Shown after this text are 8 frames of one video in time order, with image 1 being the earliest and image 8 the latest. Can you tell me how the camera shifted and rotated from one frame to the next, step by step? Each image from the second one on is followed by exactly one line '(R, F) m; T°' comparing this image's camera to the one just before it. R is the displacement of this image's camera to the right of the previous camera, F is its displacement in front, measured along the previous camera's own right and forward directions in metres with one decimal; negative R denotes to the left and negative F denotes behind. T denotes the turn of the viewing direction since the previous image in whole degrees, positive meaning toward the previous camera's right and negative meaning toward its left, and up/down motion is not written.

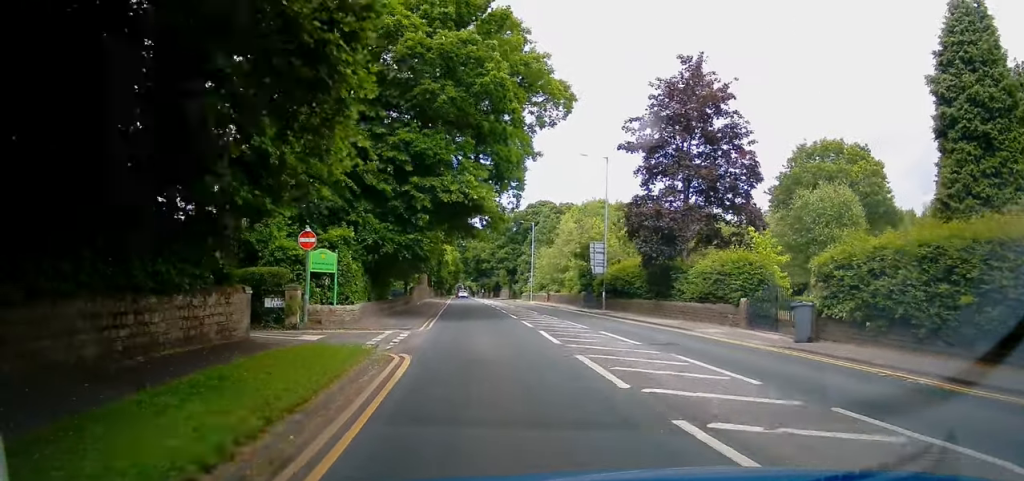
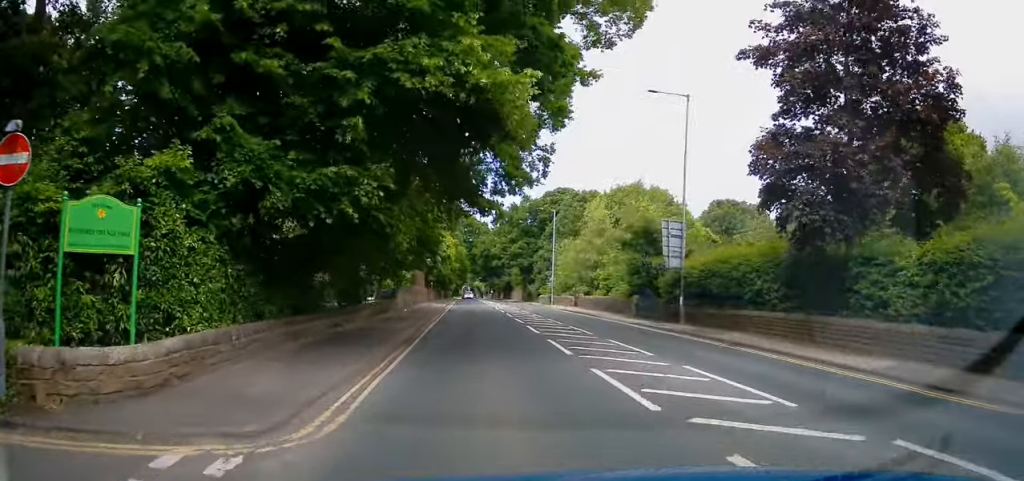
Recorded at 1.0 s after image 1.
(-0.3, +13.8) m; -1°
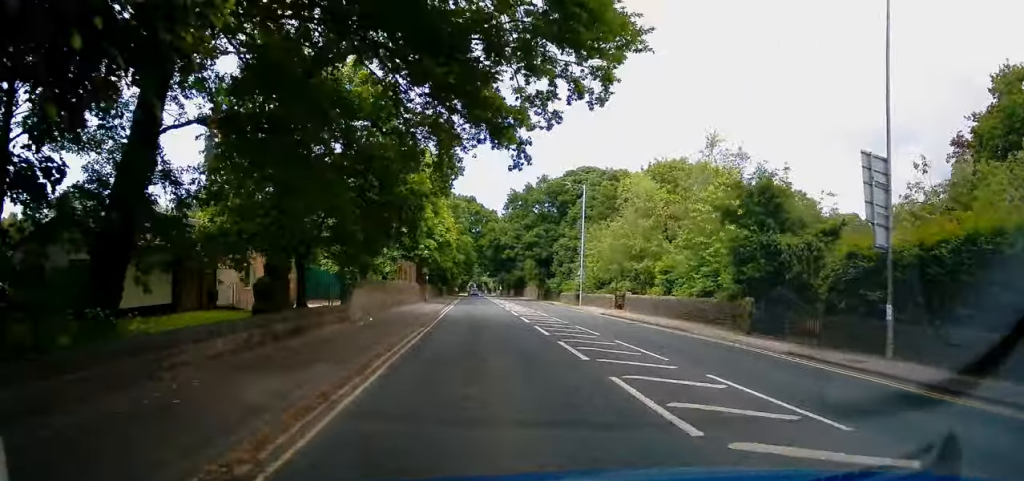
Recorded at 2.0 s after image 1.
(0.0, +13.7) m; -1°
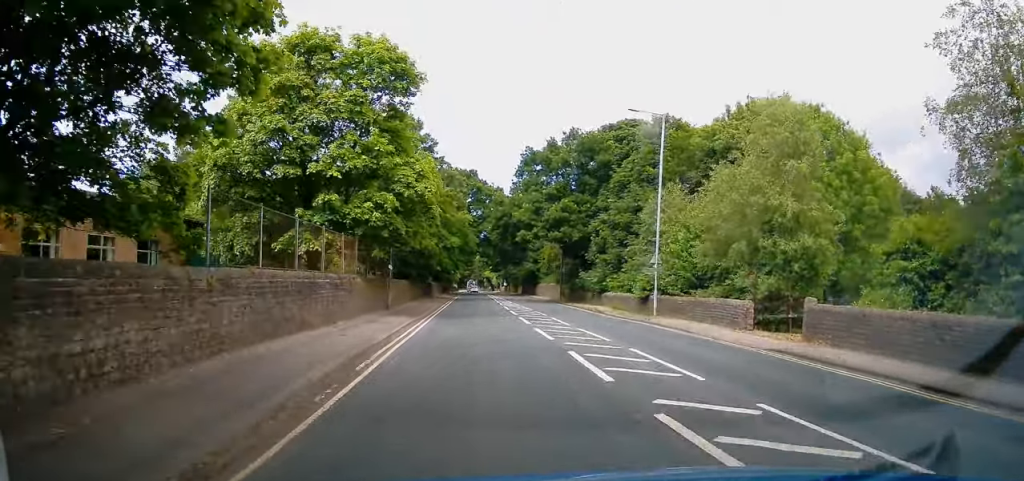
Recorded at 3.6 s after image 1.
(-0.2, +21.2) m; +1°
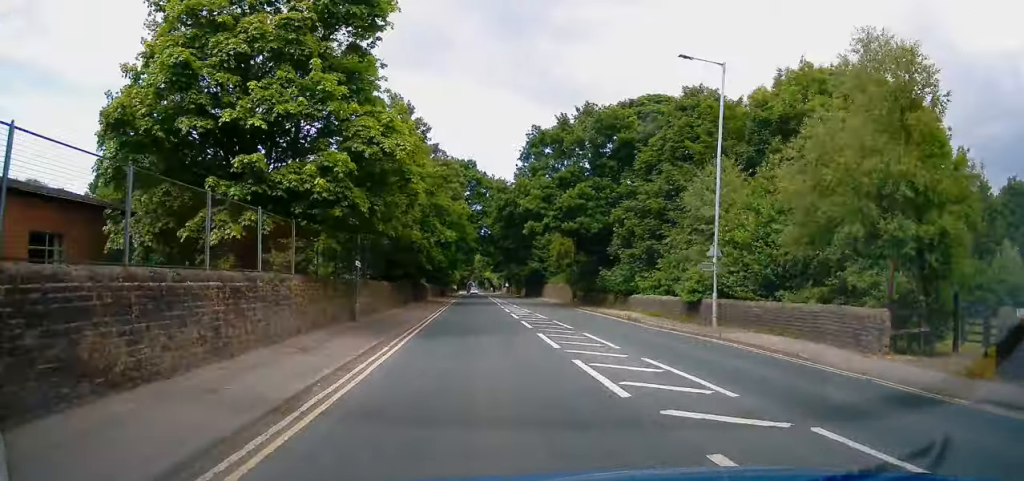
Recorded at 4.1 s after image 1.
(+0.1, +7.5) m; +1°
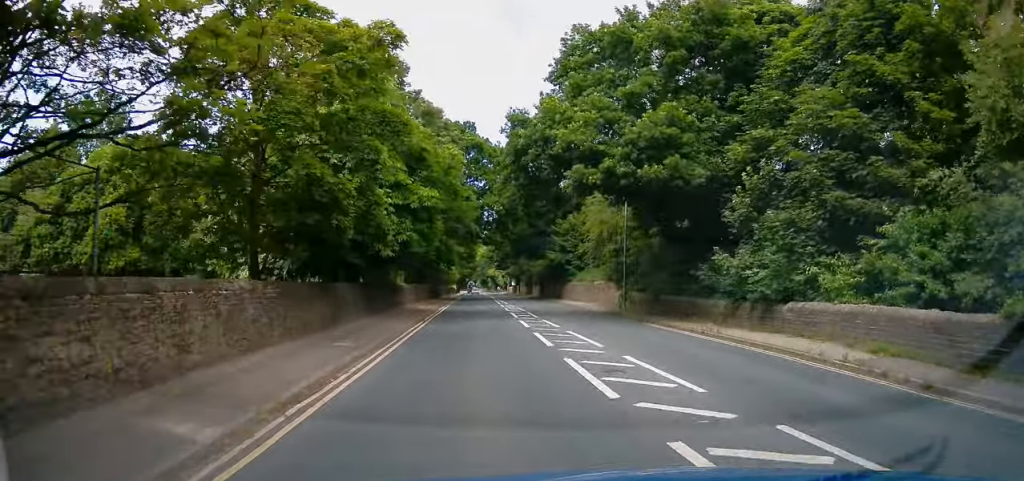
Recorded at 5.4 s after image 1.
(-0.2, +18.6) m; -2°
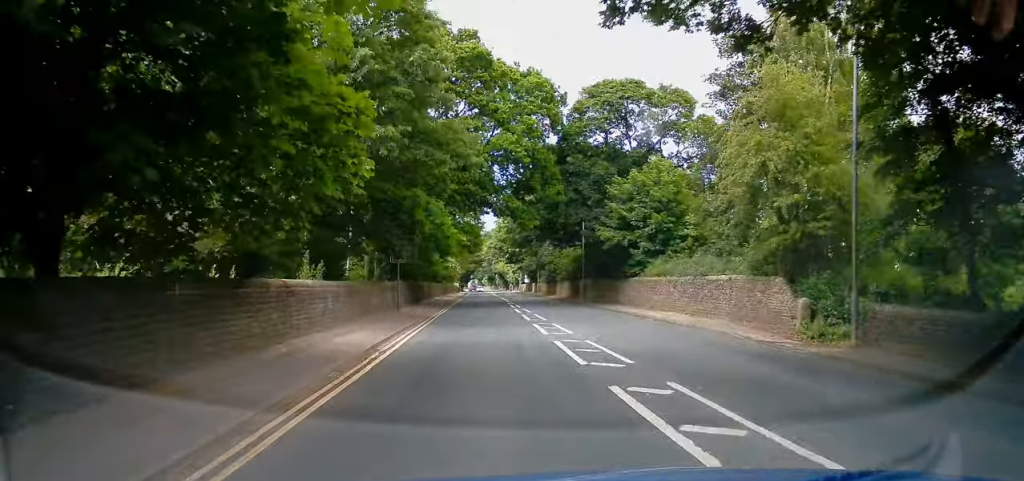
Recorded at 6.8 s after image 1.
(-0.3, +22.0) m; -1°
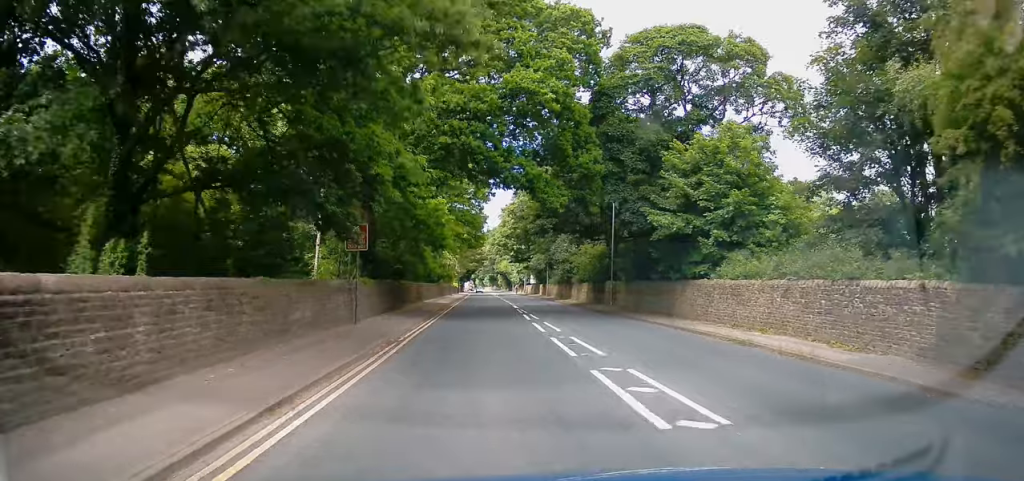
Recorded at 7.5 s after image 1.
(0.0, +10.5) m; 0°
